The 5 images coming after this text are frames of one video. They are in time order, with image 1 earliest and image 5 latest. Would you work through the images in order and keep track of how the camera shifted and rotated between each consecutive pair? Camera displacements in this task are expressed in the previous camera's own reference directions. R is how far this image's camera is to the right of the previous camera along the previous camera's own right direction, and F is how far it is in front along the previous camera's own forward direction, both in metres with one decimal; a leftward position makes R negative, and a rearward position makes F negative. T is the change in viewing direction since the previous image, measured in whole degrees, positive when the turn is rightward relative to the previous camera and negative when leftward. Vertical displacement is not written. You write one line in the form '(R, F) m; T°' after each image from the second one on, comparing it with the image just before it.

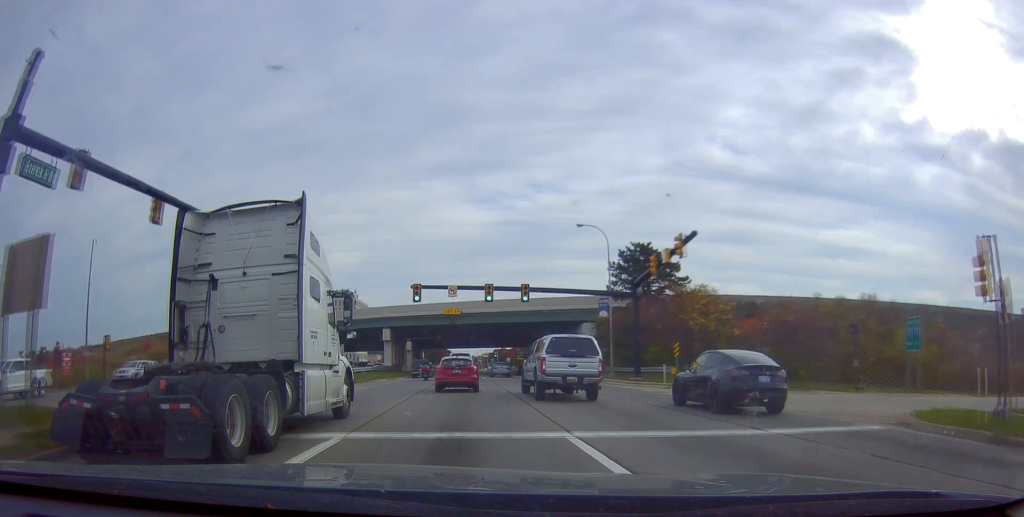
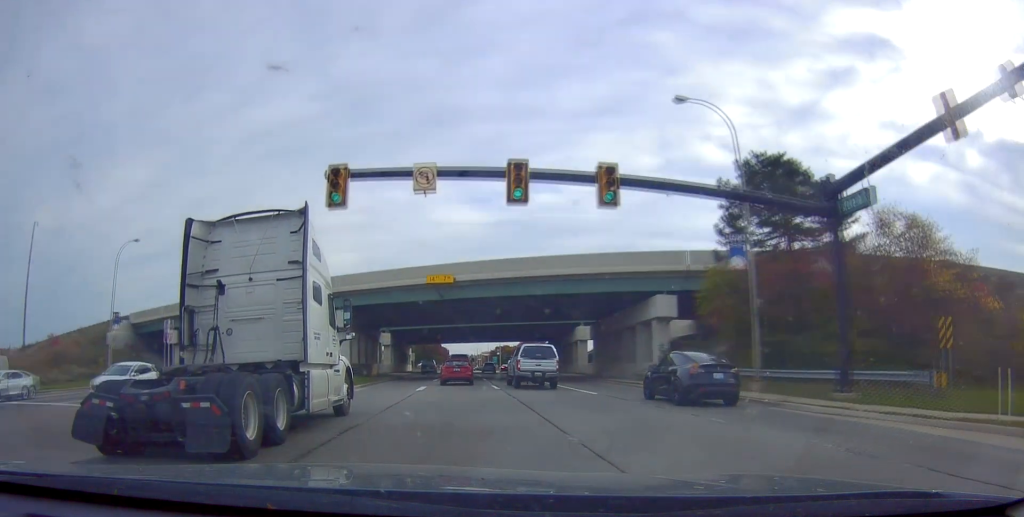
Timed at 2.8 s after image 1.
(-1.1, +24.8) m; -3°
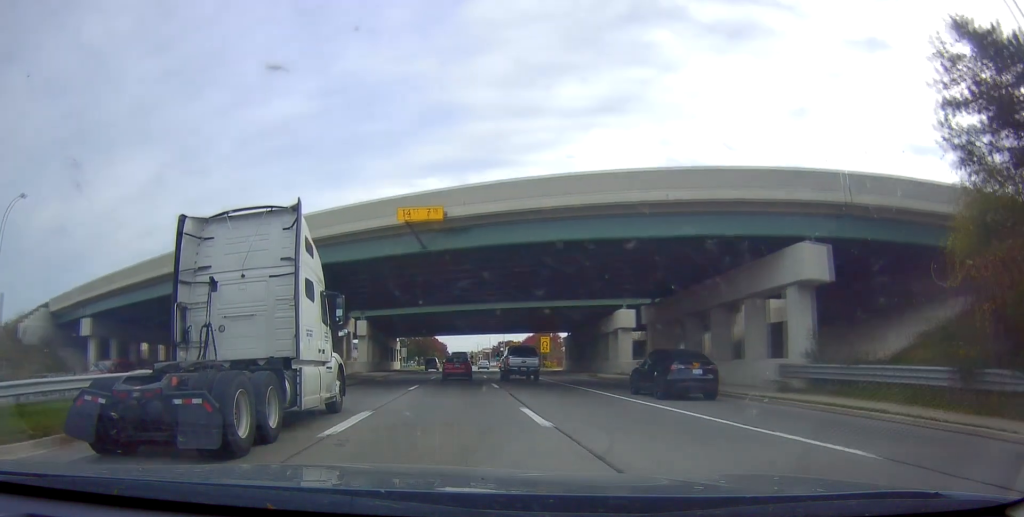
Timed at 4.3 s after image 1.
(+0.8, +17.3) m; +3°
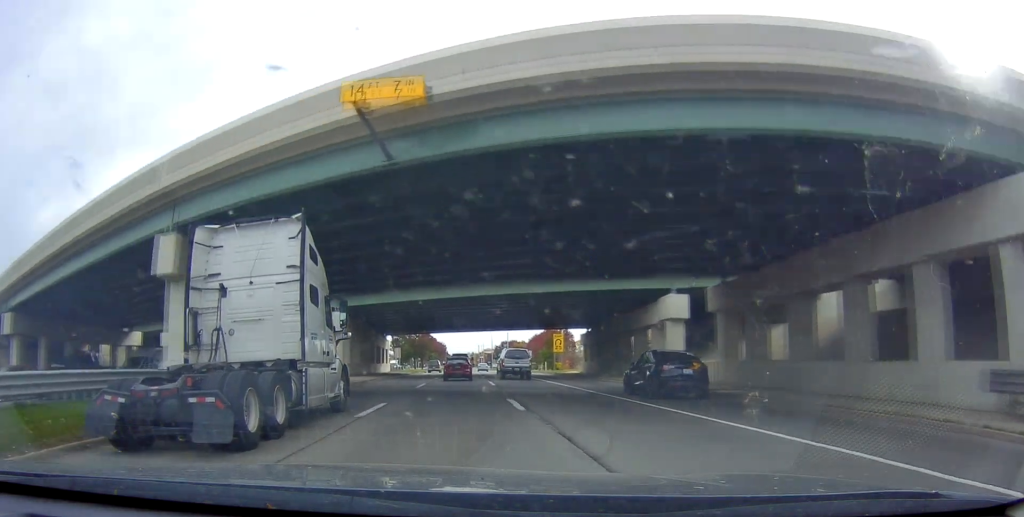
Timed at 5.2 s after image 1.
(0.0, +11.3) m; -1°
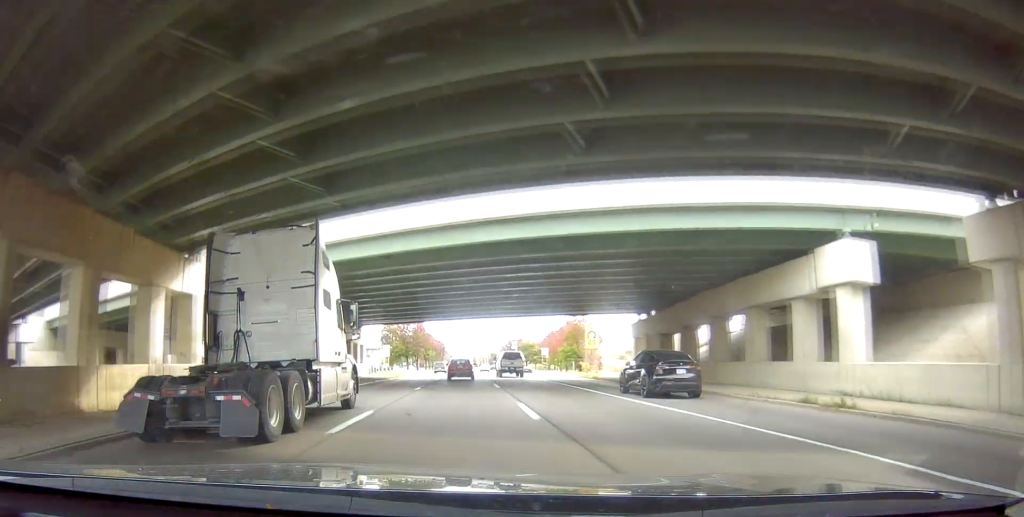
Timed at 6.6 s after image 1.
(-0.6, +17.4) m; -3°
